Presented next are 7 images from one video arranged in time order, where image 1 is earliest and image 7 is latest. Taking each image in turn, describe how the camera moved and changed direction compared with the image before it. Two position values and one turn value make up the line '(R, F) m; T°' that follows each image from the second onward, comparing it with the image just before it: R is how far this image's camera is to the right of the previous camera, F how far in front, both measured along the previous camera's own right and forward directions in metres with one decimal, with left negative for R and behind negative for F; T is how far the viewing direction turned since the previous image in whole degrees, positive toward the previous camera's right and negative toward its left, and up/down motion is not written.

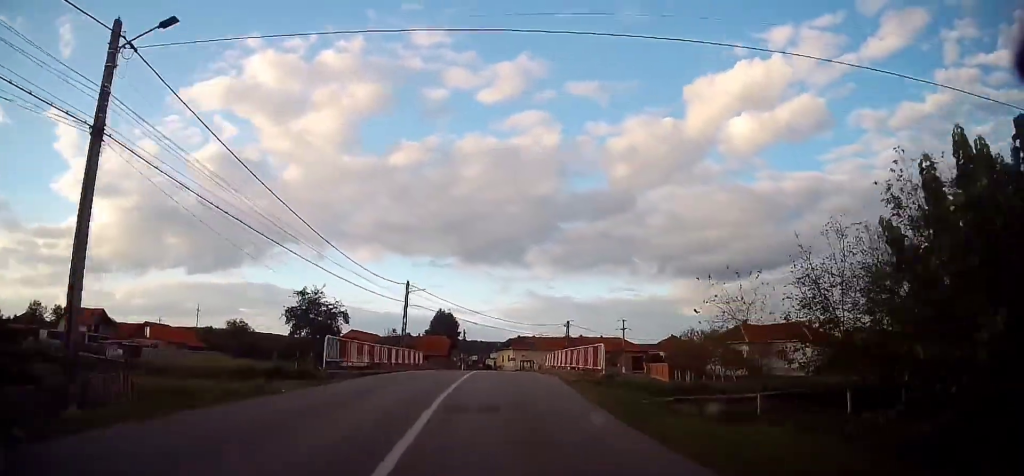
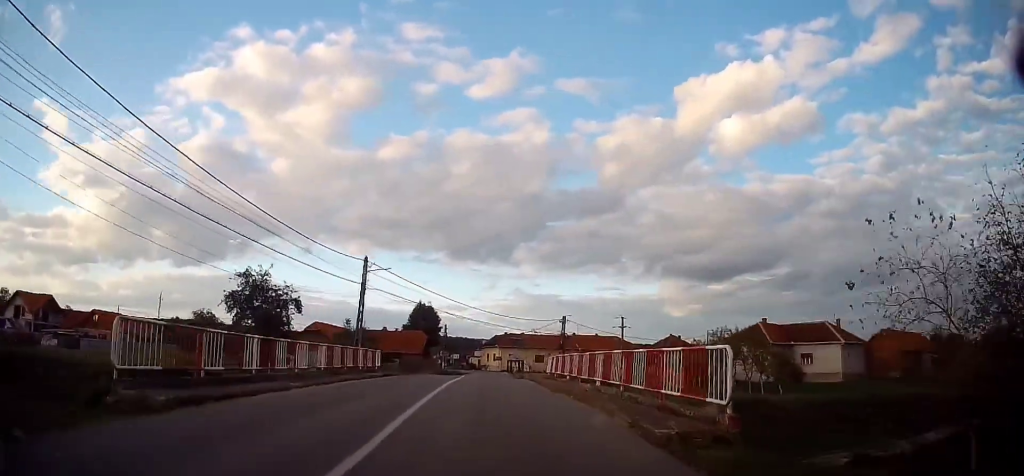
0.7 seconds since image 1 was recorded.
(+1.0, +10.5) m; +4°
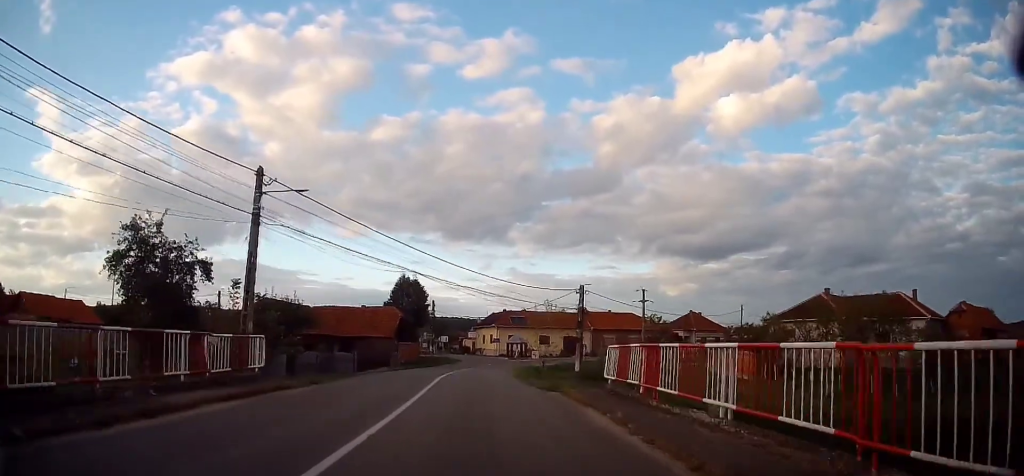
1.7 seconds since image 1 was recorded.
(+0.5, +15.6) m; +2°
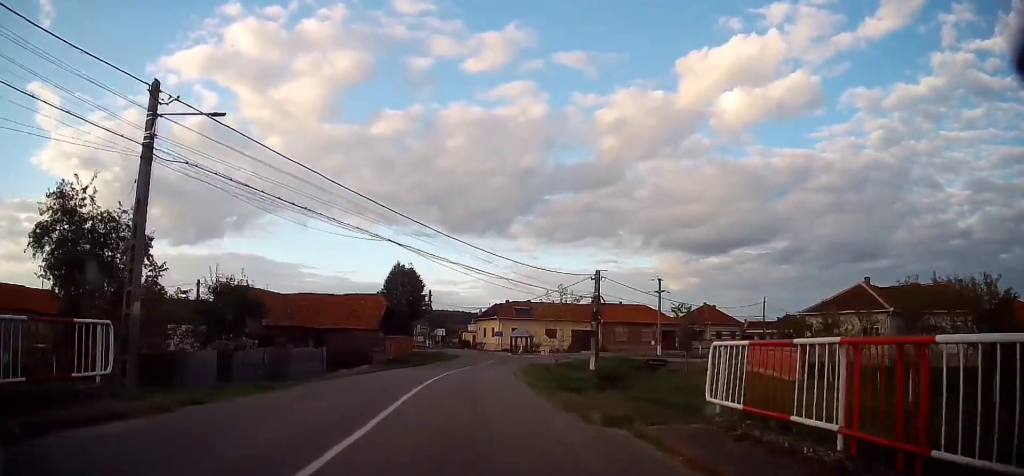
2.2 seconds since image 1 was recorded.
(0.0, +6.7) m; 0°
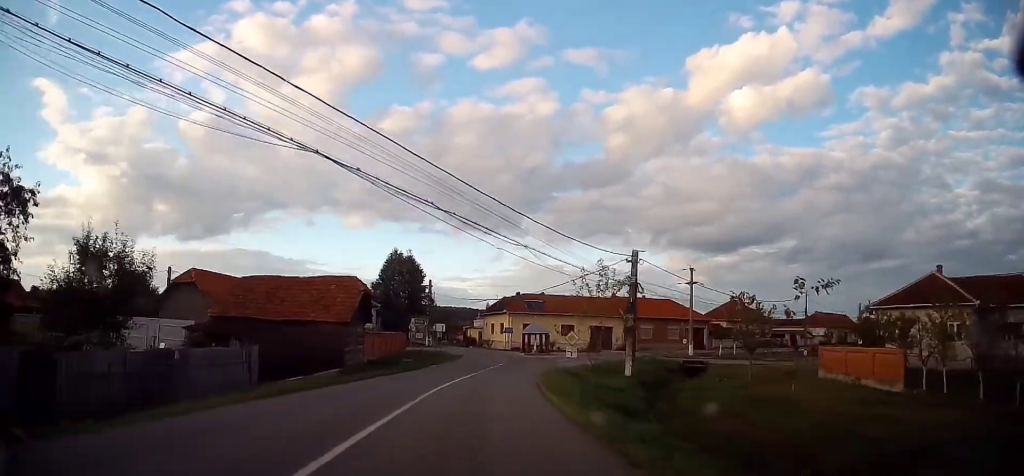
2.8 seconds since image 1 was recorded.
(+0.1, +9.5) m; -1°
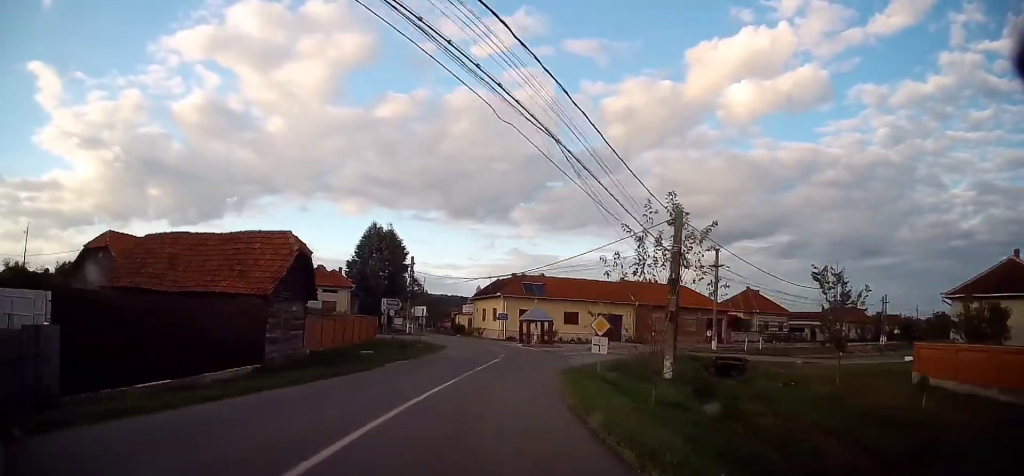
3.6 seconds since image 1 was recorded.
(-0.2, +9.5) m; 0°
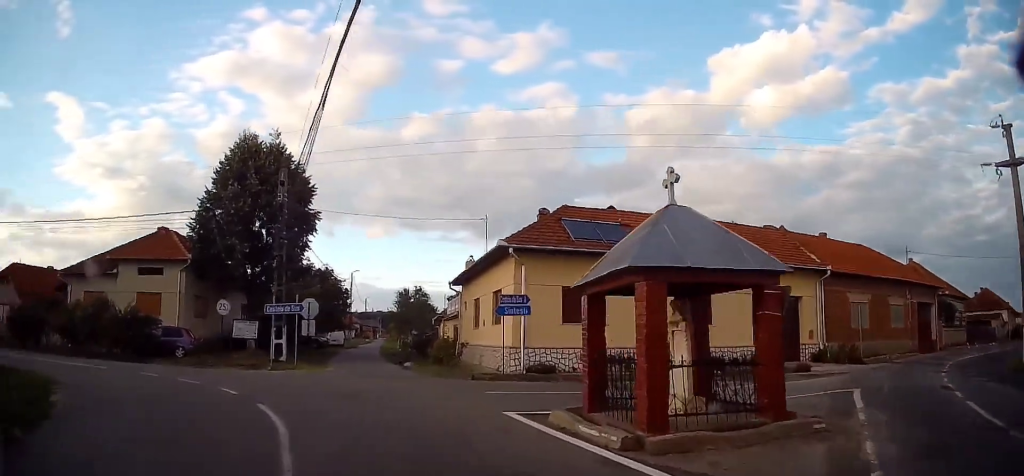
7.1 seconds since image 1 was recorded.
(+1.9, +35.9) m; -2°
